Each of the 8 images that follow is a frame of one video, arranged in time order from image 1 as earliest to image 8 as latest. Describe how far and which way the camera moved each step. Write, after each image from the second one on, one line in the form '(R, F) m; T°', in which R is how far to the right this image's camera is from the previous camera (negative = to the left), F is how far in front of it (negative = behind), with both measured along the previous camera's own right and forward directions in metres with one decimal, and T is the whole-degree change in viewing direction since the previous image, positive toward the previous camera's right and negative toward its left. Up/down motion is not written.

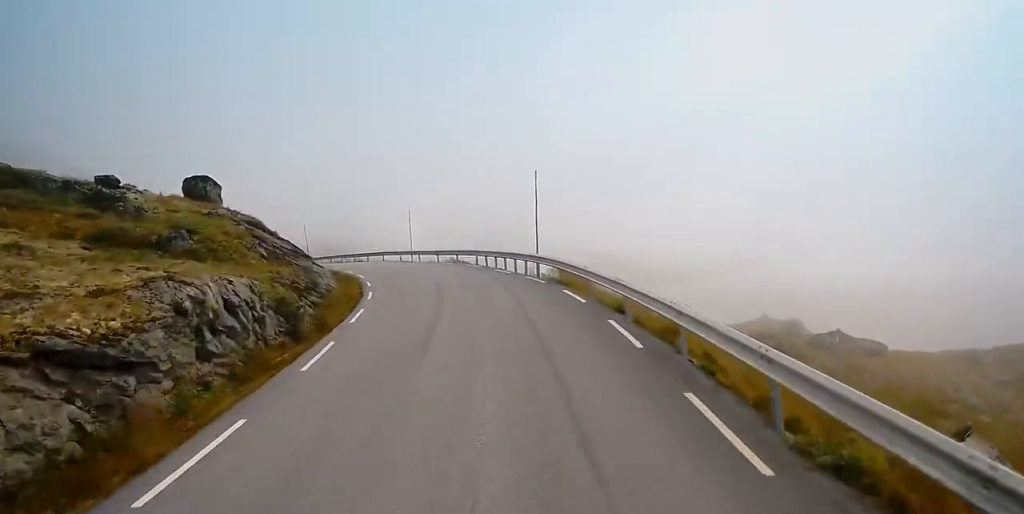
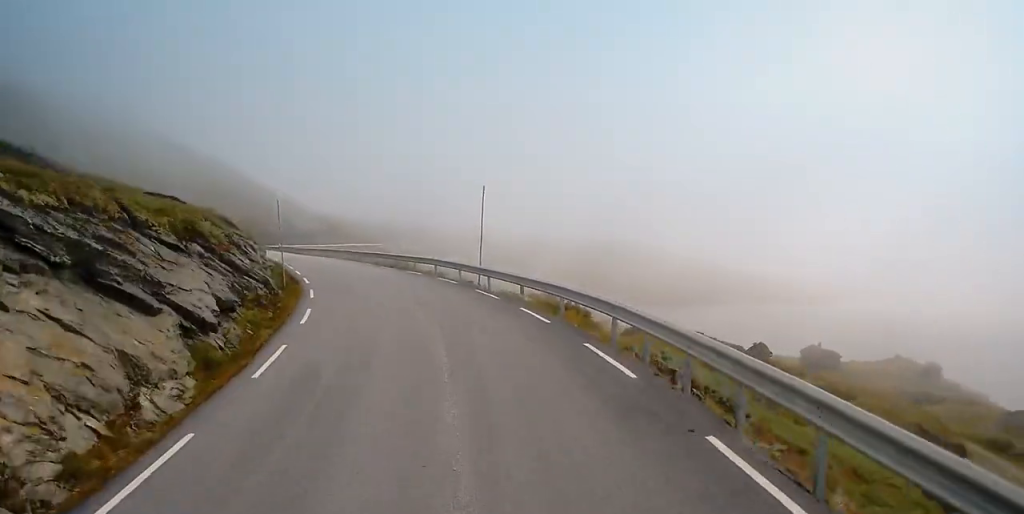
(-1.8, +23.8) m; -8°
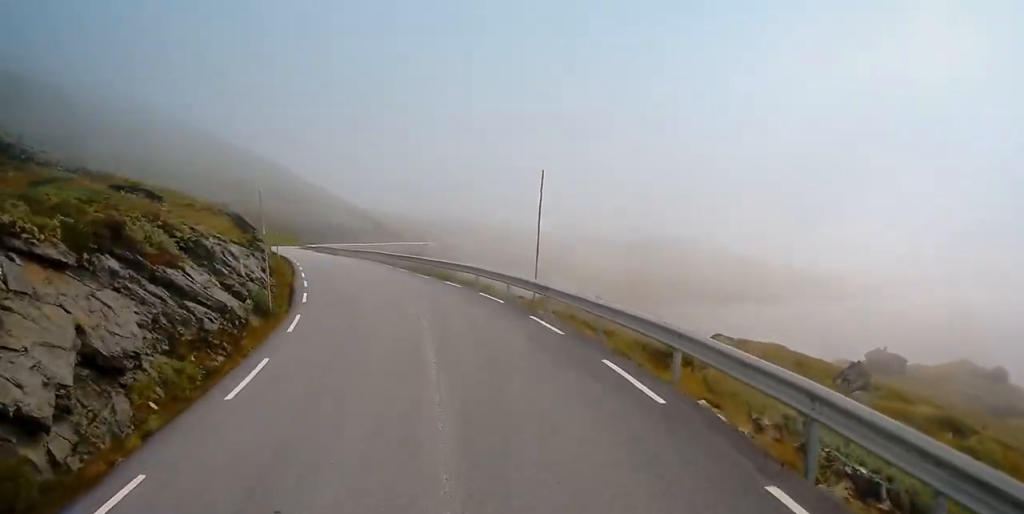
(-0.1, +7.2) m; -5°
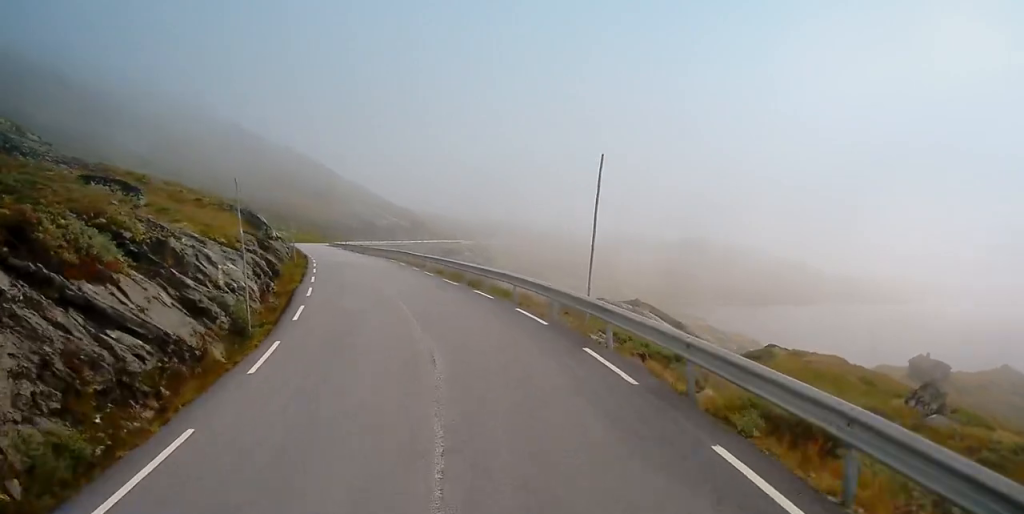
(+0.3, +4.5) m; -4°
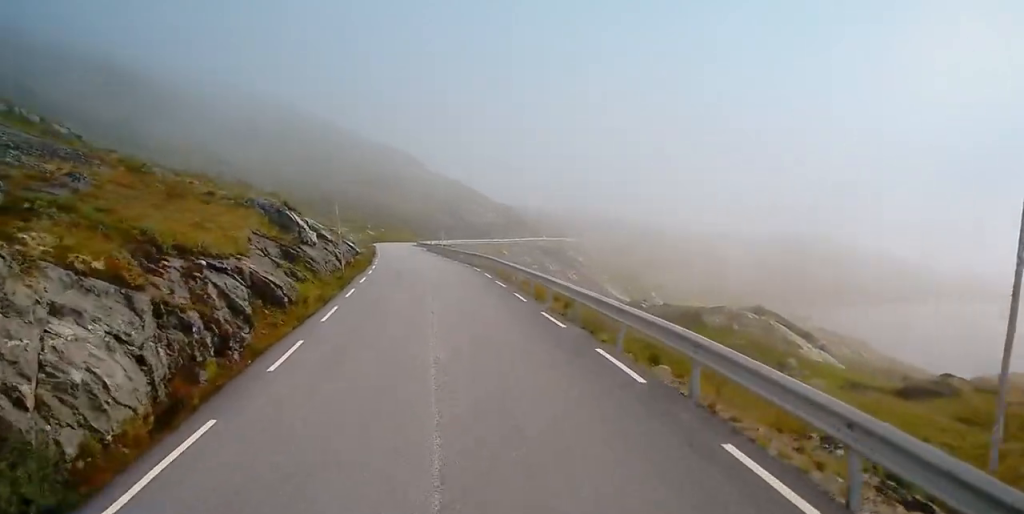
(-1.5, +11.6) m; -7°
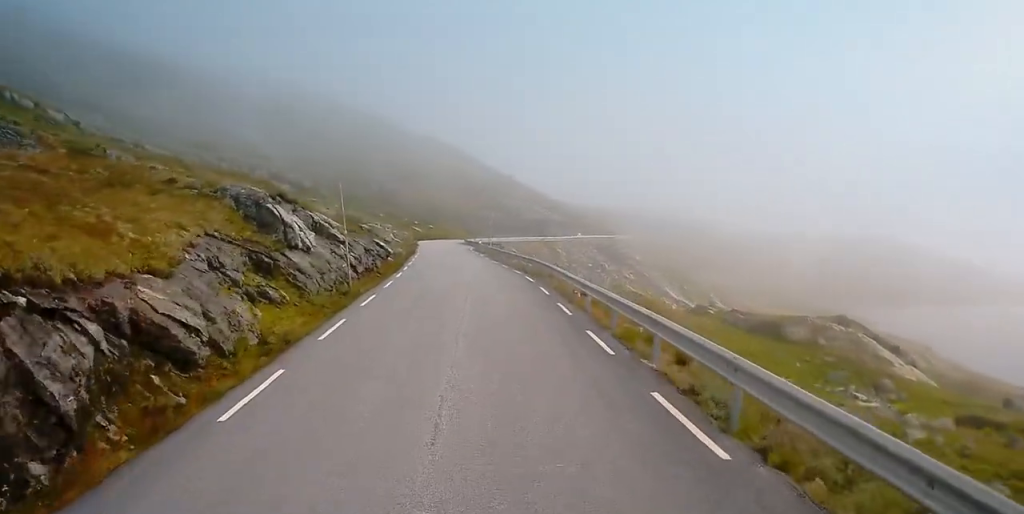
(+0.1, +9.2) m; -1°
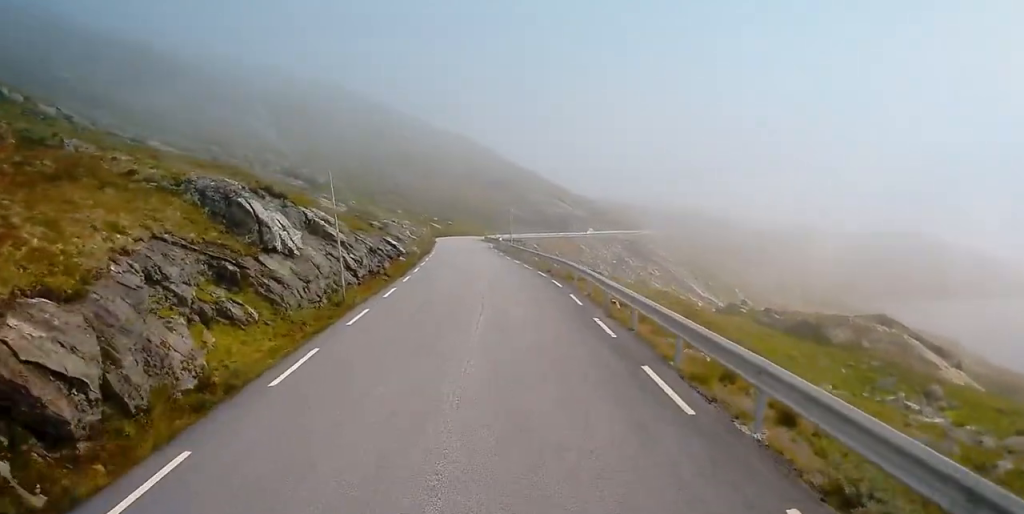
(0.0, +4.4) m; -1°
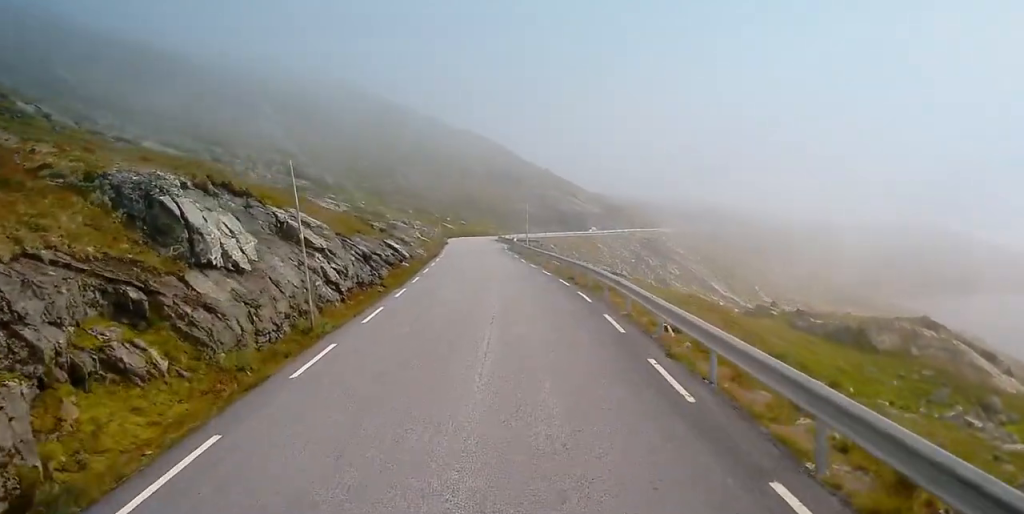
(-0.1, +5.3) m; -1°
